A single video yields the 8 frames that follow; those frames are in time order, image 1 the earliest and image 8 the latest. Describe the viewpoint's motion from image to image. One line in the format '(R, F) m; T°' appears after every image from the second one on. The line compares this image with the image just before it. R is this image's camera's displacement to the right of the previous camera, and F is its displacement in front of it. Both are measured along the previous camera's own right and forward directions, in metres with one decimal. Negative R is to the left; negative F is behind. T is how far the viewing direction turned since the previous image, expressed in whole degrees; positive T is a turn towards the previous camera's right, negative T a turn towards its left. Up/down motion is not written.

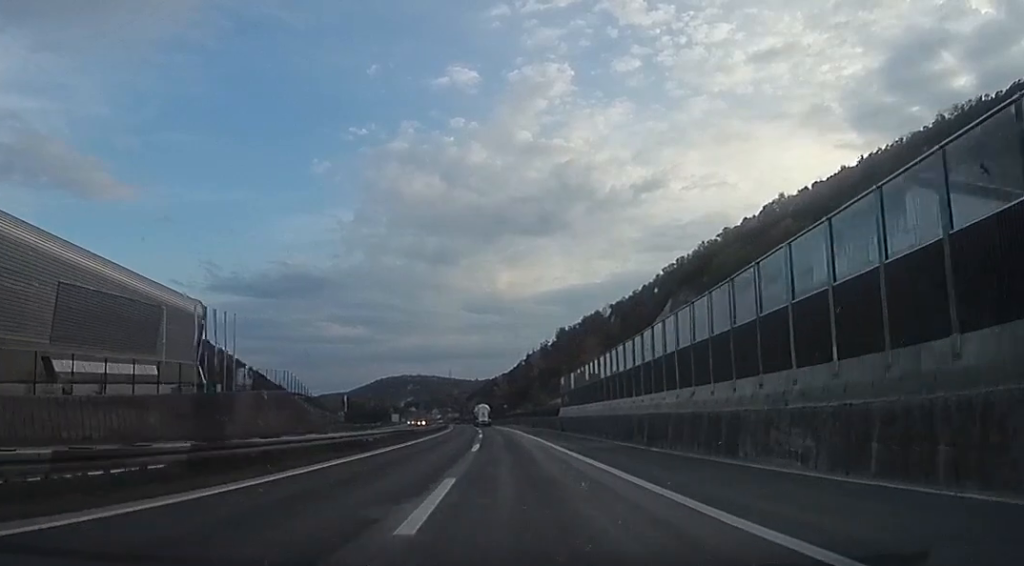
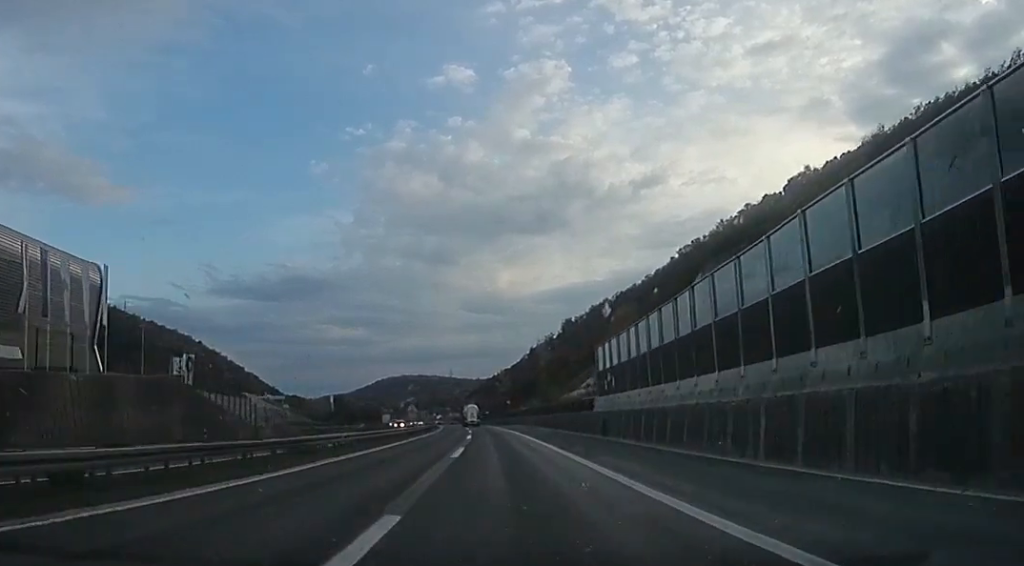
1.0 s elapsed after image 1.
(-0.9, +23.6) m; -2°
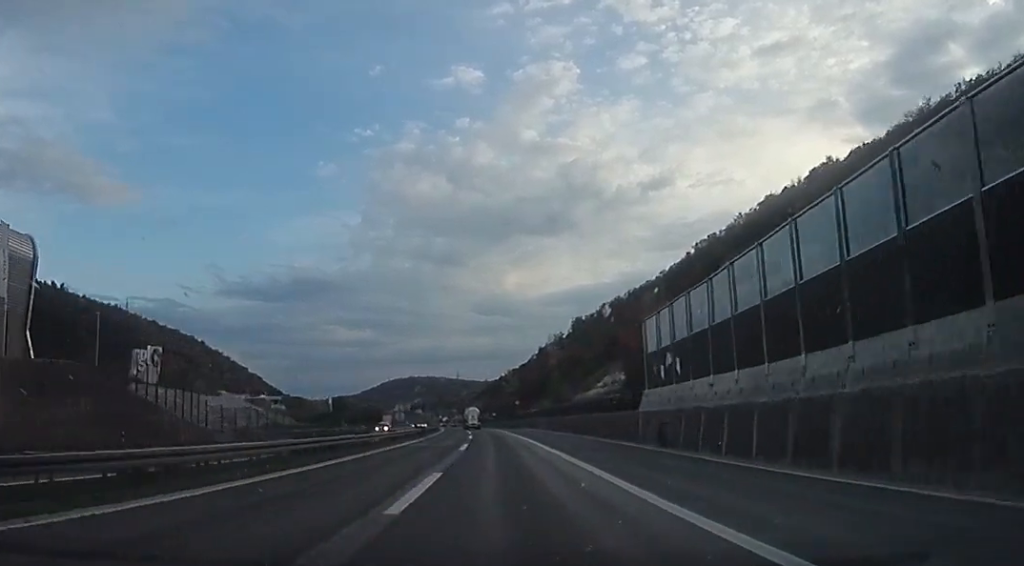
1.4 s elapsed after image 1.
(0.0, +11.6) m; -1°
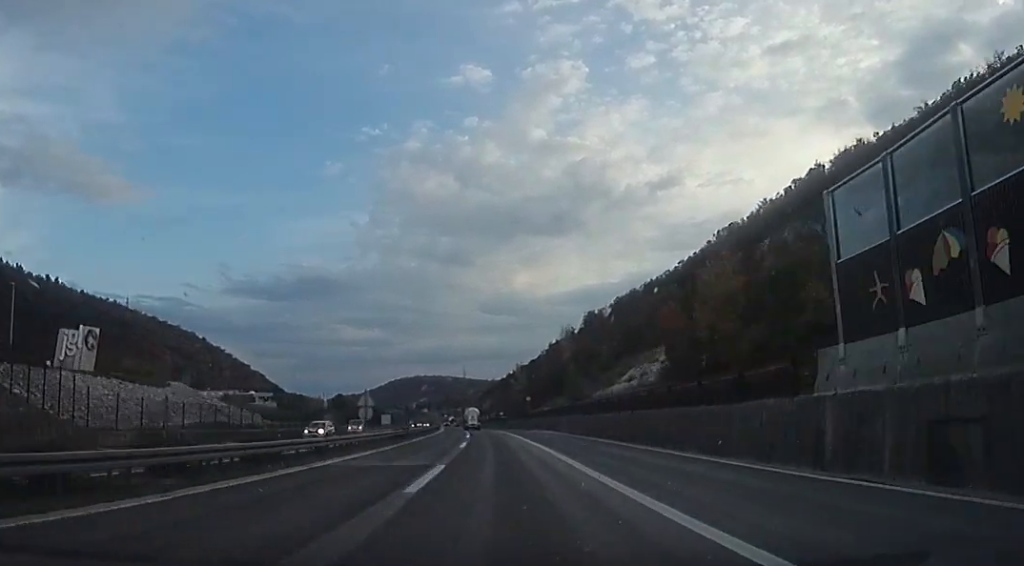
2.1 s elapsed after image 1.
(0.0, +15.8) m; -1°
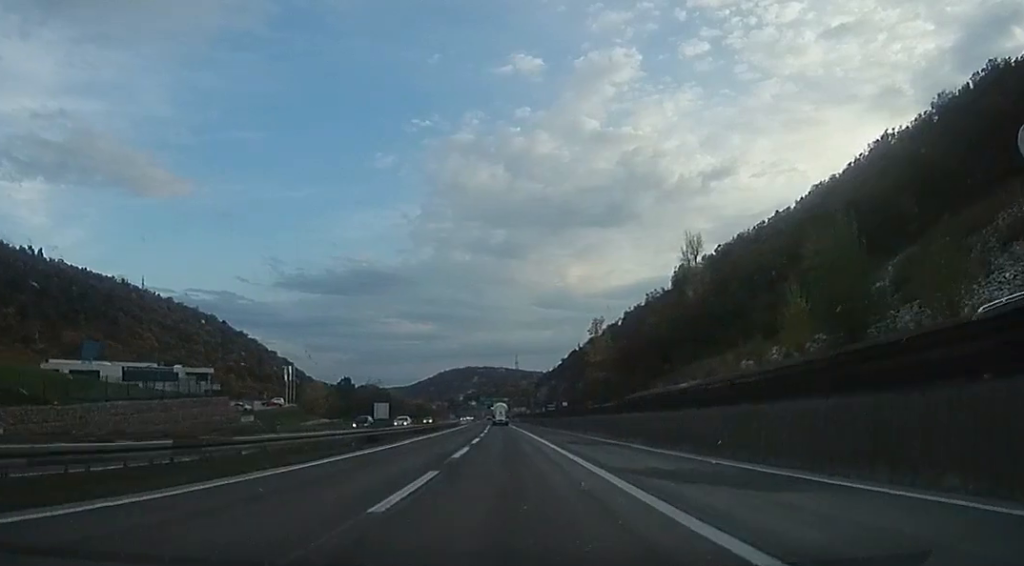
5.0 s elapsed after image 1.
(-1.0, +73.5) m; -3°
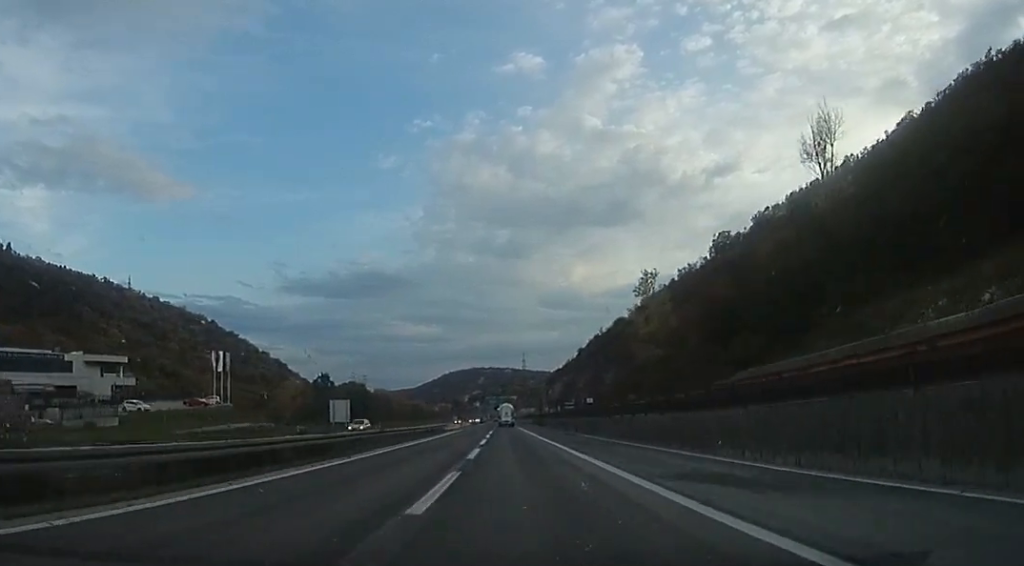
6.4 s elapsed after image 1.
(-0.9, +35.2) m; -2°
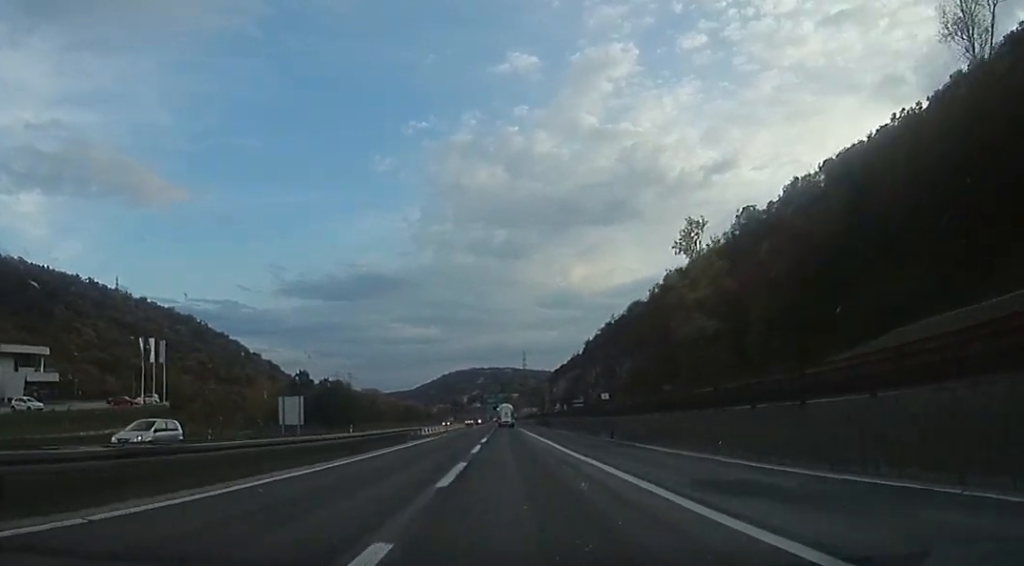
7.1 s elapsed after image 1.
(-0.2, +19.7) m; +1°
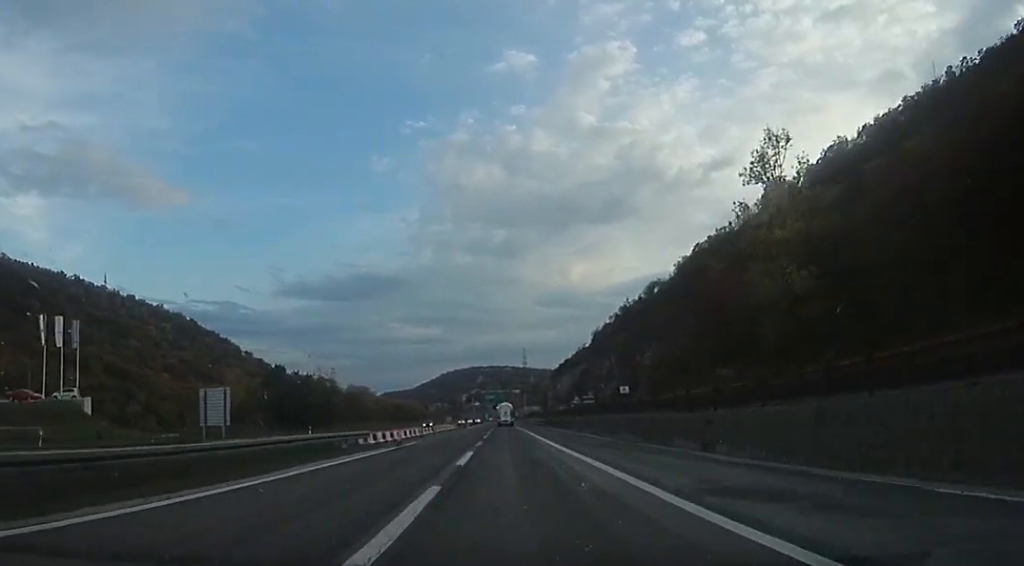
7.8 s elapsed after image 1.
(+0.6, +18.1) m; +2°
